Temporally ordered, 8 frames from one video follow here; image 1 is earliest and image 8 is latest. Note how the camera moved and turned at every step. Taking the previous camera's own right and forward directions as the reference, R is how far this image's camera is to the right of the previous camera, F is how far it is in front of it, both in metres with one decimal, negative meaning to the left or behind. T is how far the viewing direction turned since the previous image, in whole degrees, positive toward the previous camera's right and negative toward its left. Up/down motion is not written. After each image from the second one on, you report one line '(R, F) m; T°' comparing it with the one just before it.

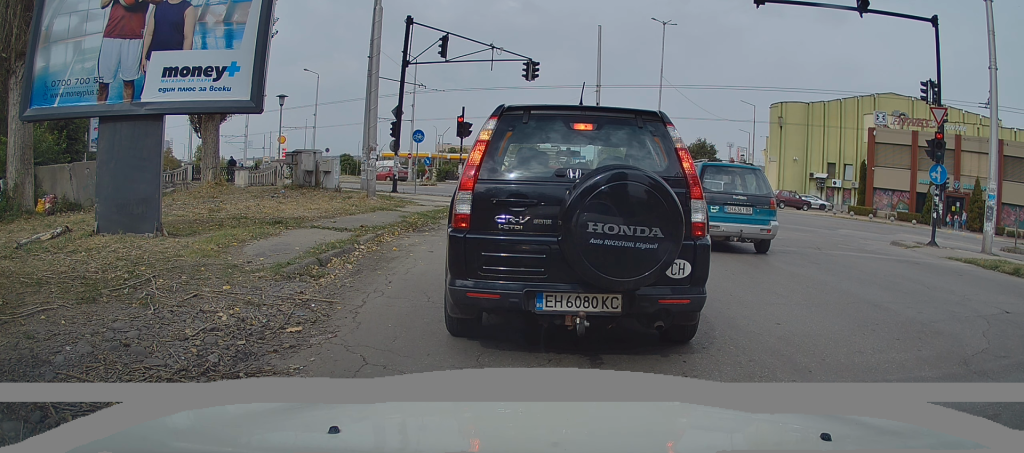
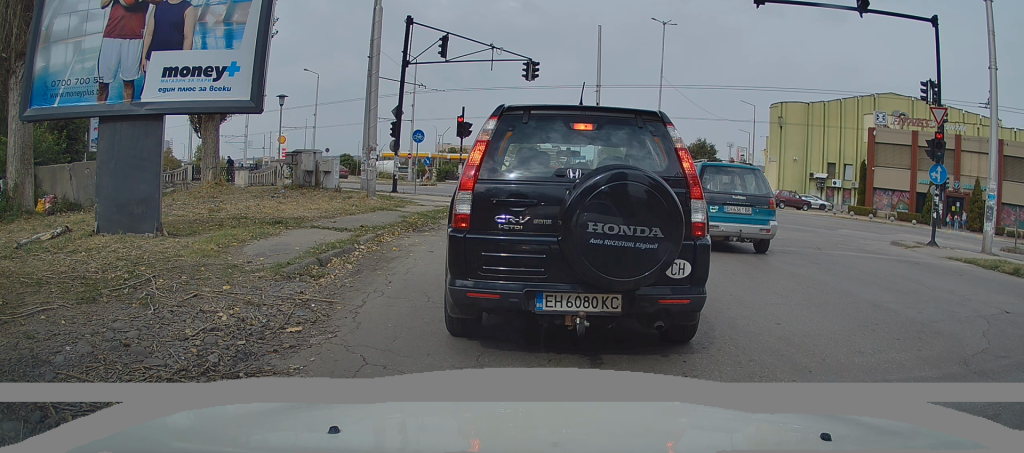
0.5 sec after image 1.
(0.0, 0.0) m; 0°
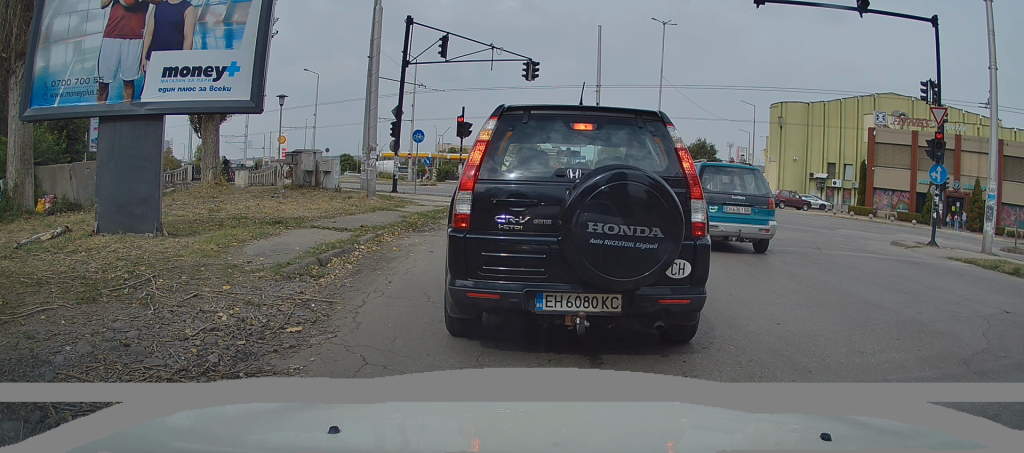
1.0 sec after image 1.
(0.0, 0.0) m; 0°
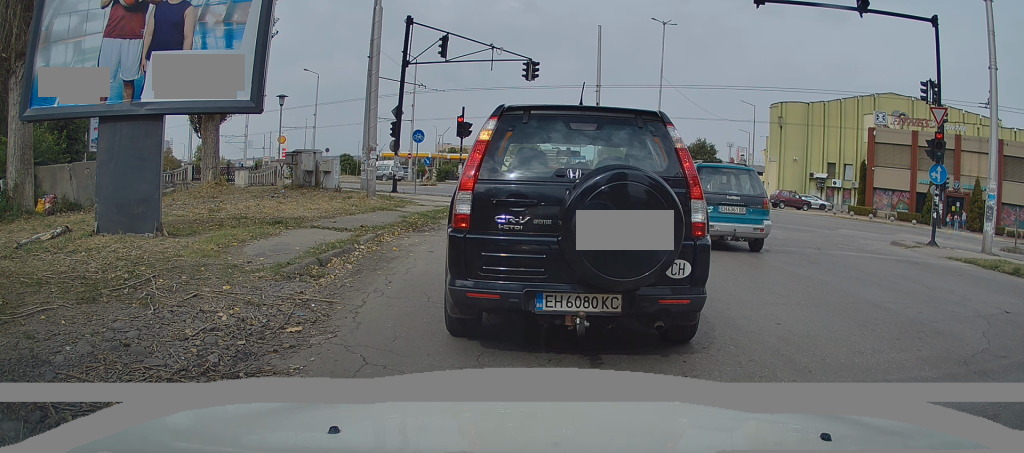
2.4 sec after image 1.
(0.0, 0.0) m; 0°
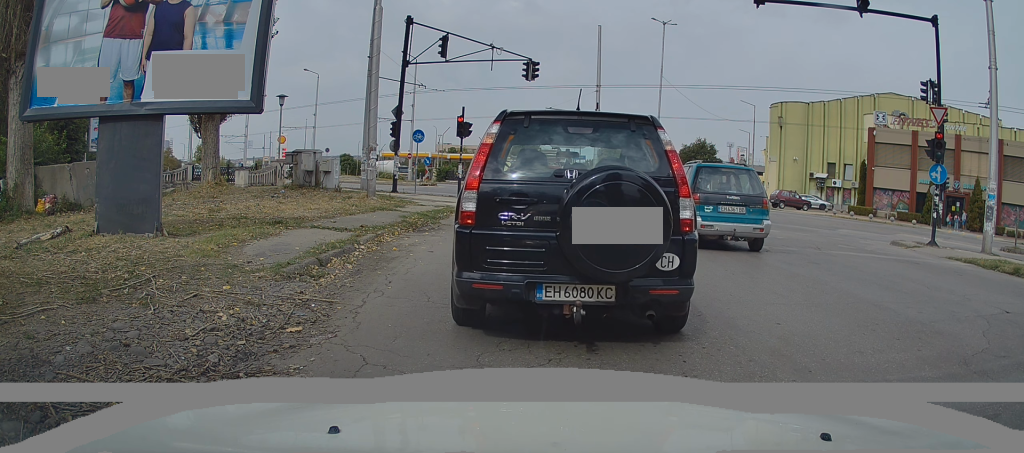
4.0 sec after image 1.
(0.0, 0.0) m; 0°
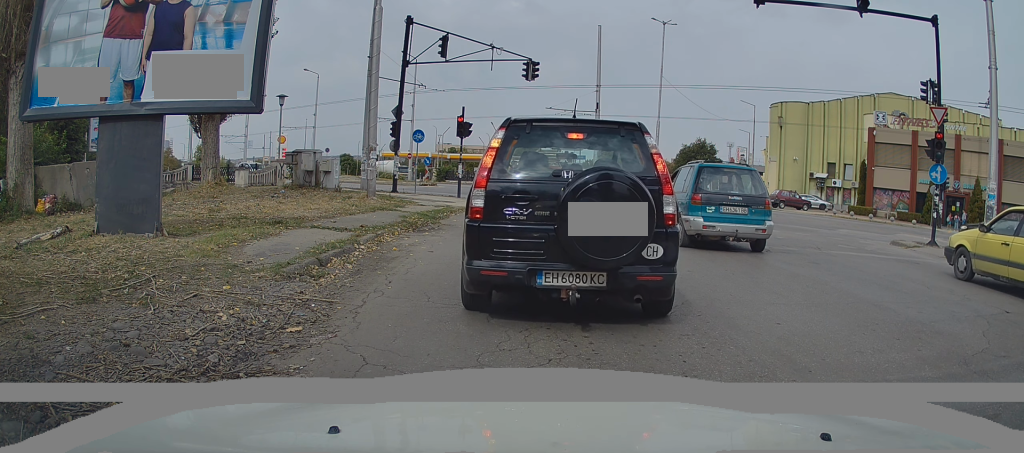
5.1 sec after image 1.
(0.0, 0.0) m; 0°
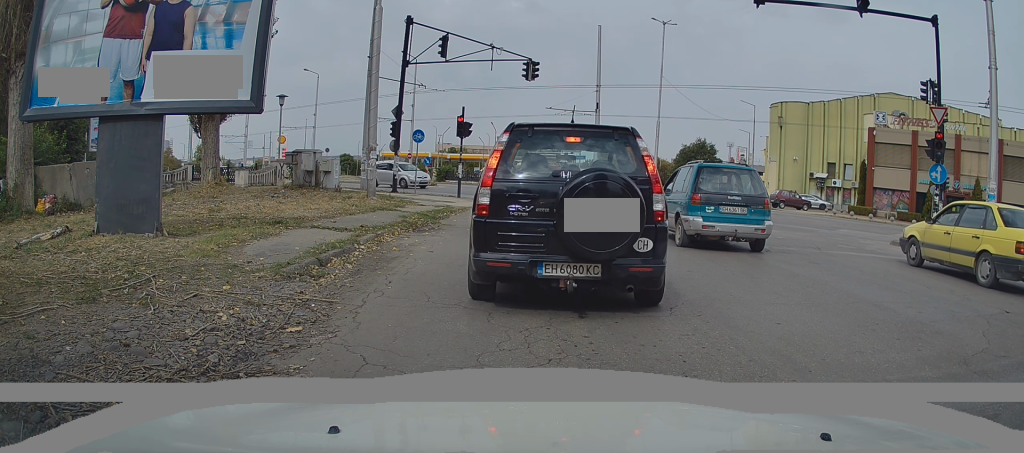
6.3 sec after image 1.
(0.0, 0.0) m; 0°
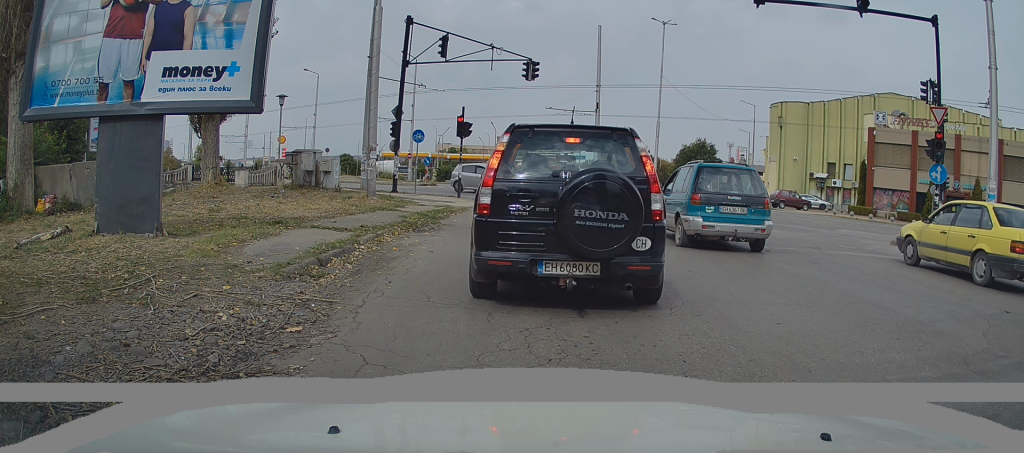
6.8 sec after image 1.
(0.0, 0.0) m; 0°
